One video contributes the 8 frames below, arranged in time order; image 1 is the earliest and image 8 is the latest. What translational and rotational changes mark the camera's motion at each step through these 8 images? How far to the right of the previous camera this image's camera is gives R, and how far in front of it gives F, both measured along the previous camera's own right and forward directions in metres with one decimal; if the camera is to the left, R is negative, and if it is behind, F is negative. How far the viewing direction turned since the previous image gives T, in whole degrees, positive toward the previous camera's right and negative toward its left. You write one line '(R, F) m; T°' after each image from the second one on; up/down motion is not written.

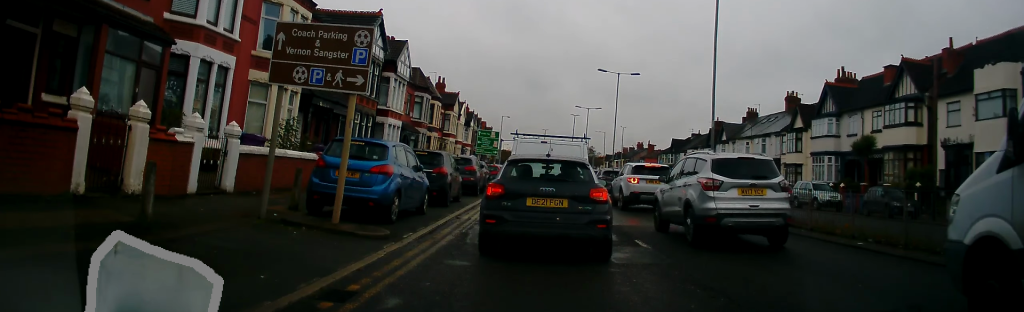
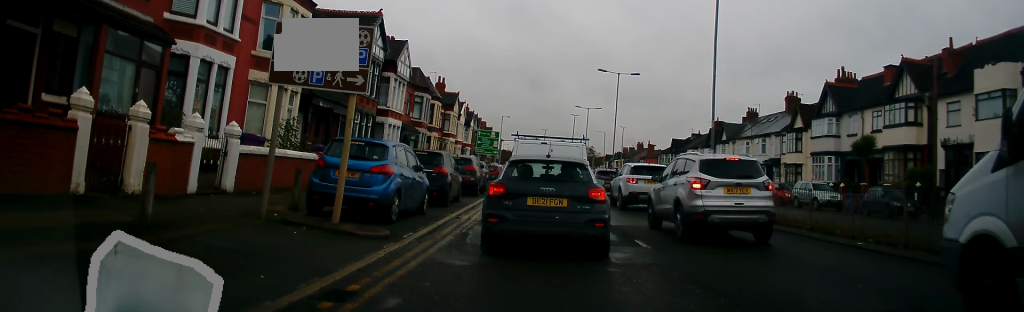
(0.0, 0.0) m; 0°
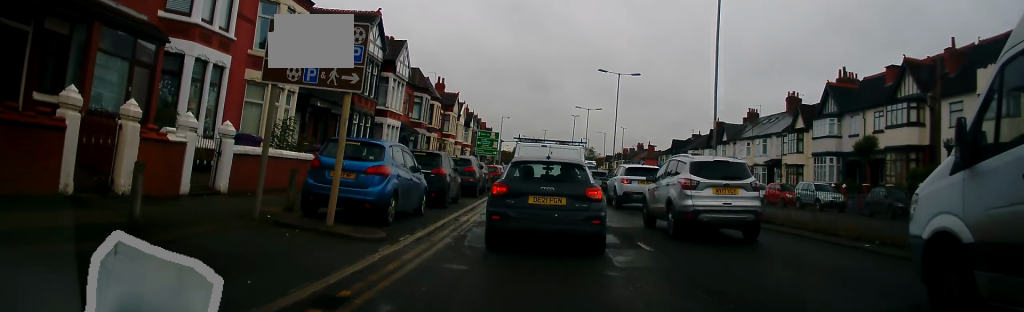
(0.0, +0.2) m; 0°
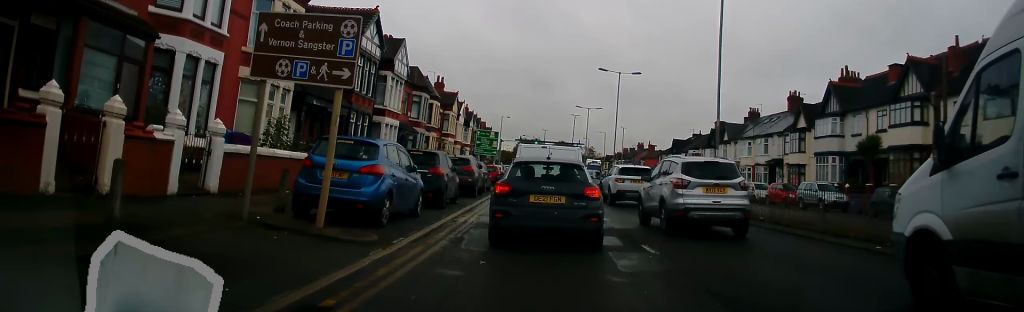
(0.0, +0.2) m; 0°
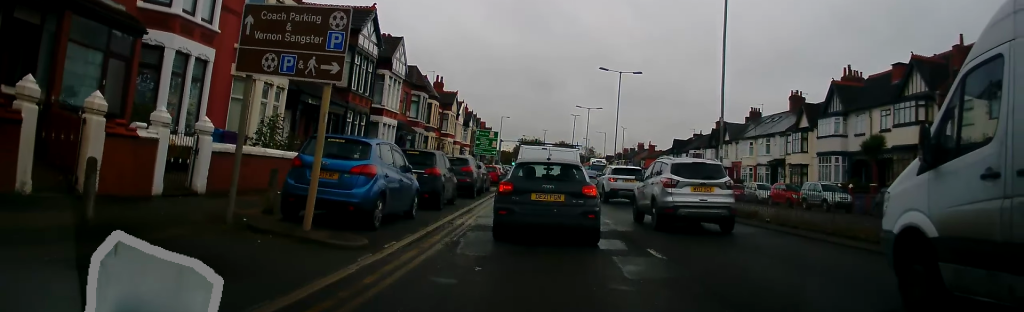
(0.0, +0.4) m; 0°
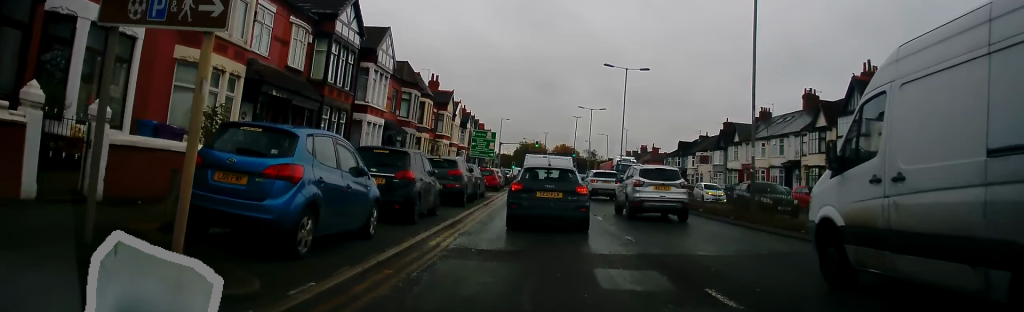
(0.0, +2.5) m; 0°
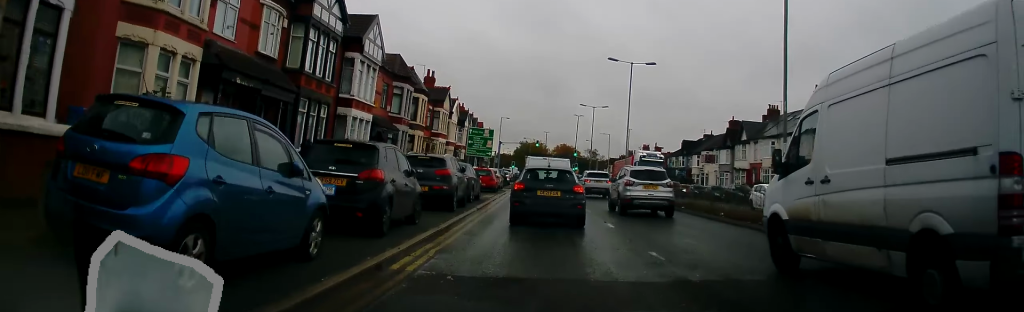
(0.0, +2.3) m; -3°
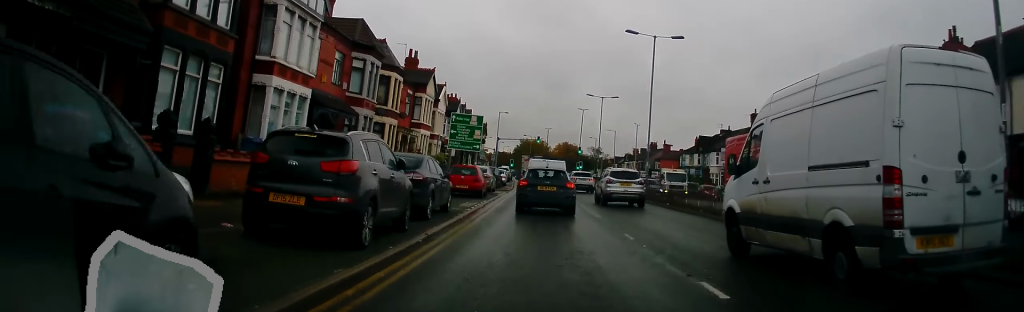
(+0.2, +8.1) m; +4°
